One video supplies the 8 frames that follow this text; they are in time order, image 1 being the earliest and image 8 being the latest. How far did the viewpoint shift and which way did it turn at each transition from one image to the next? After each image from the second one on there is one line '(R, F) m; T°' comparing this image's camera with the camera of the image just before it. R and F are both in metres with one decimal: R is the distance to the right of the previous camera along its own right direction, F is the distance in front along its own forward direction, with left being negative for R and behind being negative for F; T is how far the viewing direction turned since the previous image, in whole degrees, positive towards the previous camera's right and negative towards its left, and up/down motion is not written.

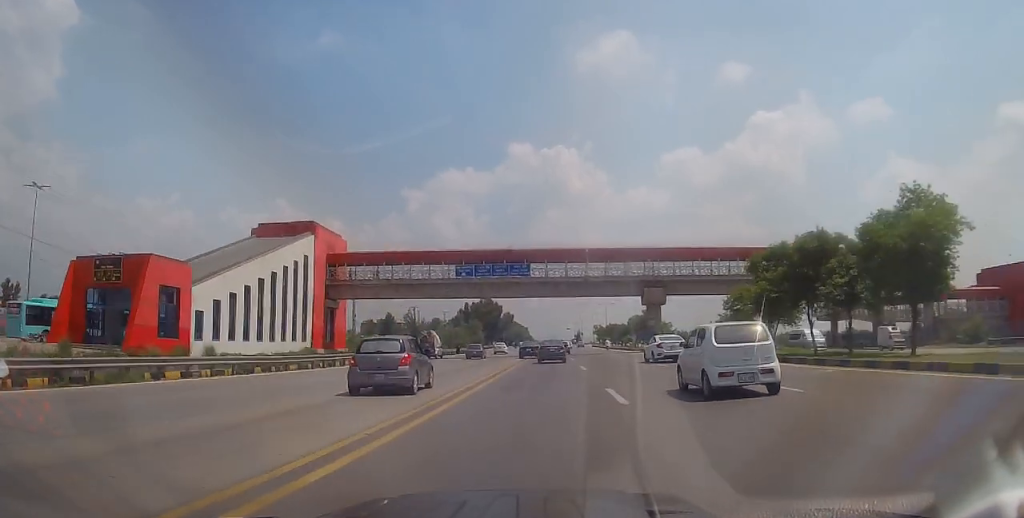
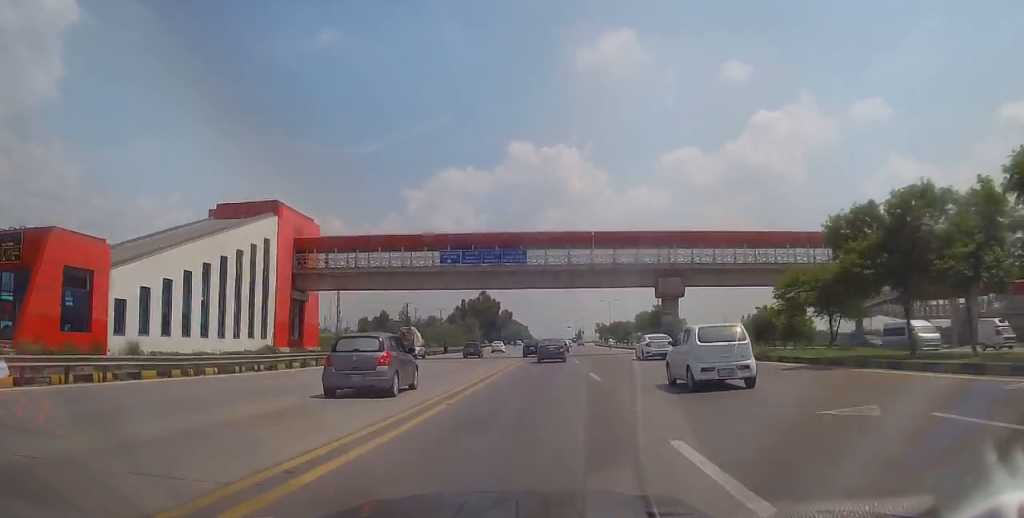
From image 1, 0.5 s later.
(0.0, +8.8) m; 0°
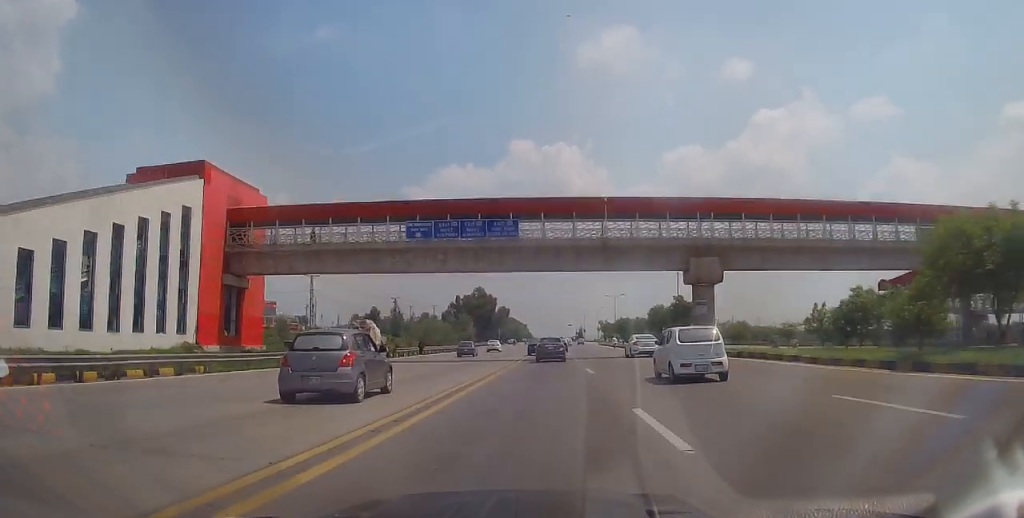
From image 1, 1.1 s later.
(0.0, +12.5) m; 0°
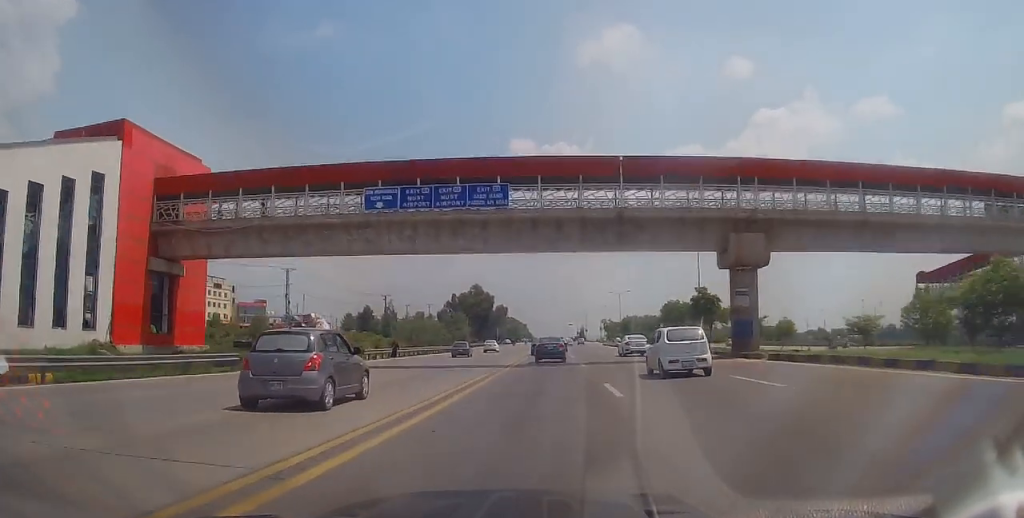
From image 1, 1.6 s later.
(-0.1, +9.3) m; 0°
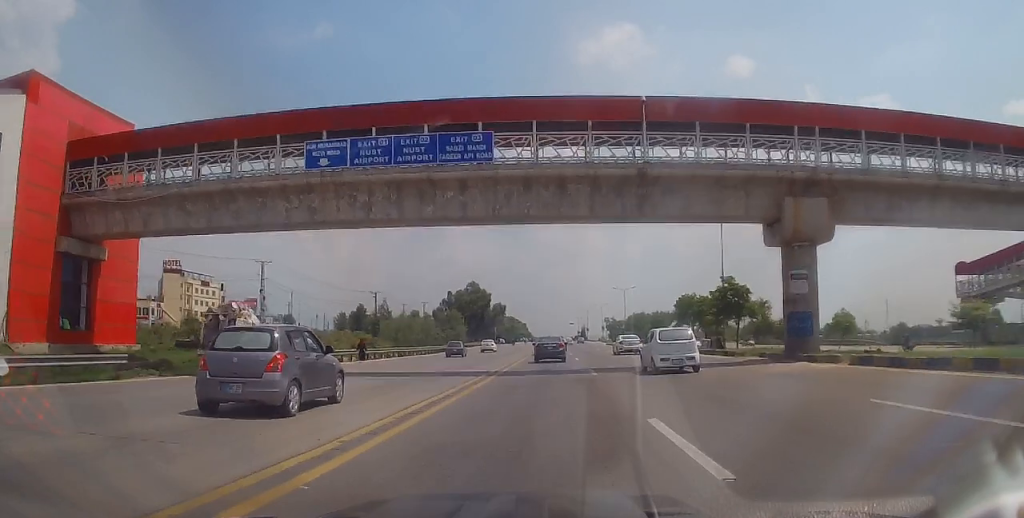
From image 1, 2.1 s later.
(+0.1, +8.0) m; 0°
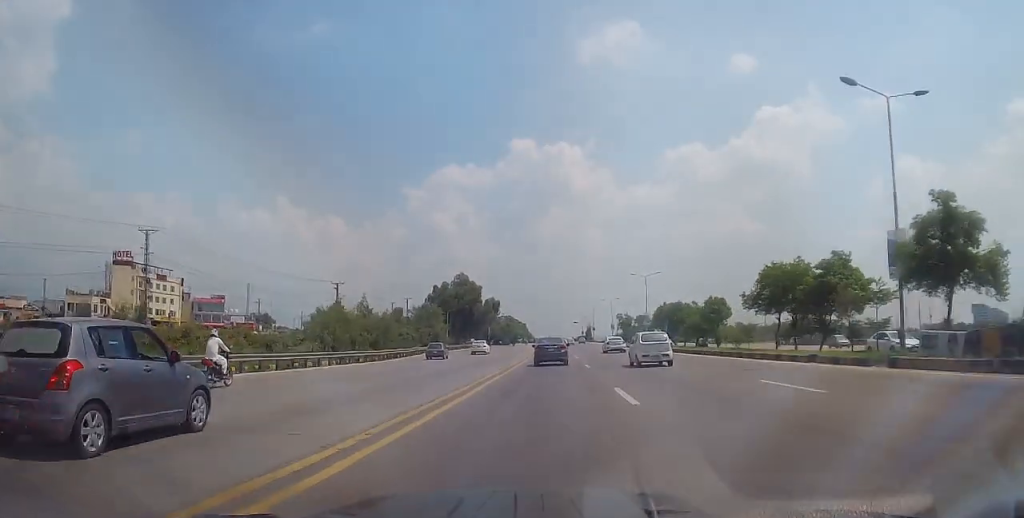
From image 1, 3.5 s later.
(+0.2, +25.4) m; -1°
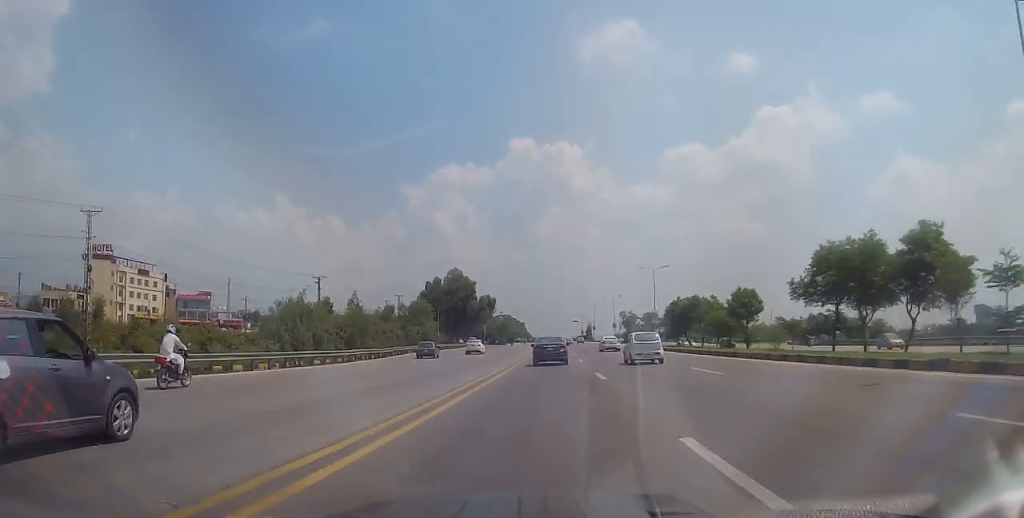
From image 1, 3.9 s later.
(-0.1, +8.3) m; 0°
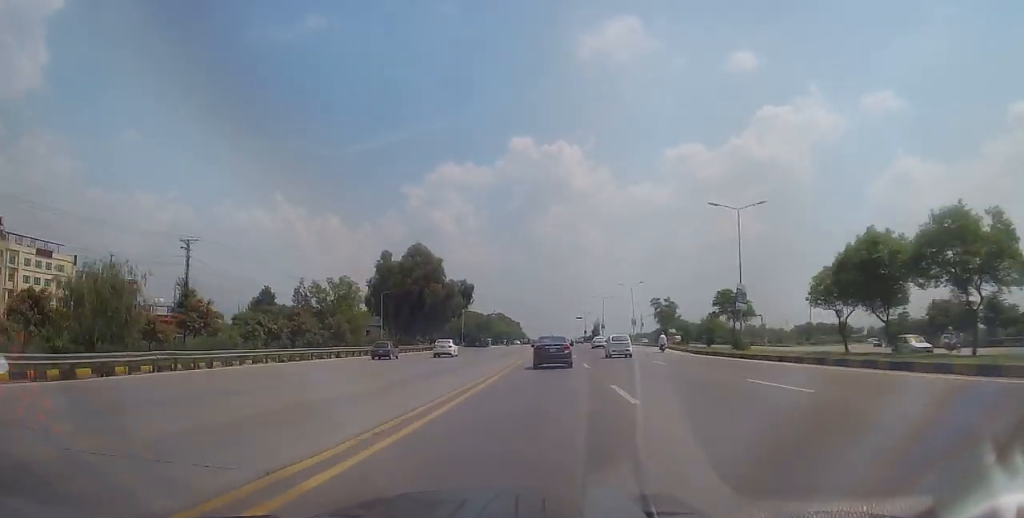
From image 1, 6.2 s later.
(+0.1, +39.0) m; +1°
